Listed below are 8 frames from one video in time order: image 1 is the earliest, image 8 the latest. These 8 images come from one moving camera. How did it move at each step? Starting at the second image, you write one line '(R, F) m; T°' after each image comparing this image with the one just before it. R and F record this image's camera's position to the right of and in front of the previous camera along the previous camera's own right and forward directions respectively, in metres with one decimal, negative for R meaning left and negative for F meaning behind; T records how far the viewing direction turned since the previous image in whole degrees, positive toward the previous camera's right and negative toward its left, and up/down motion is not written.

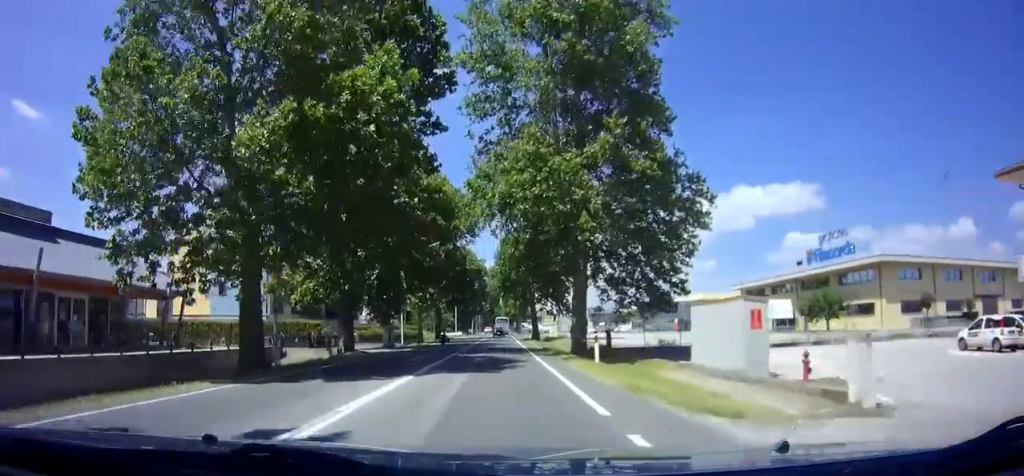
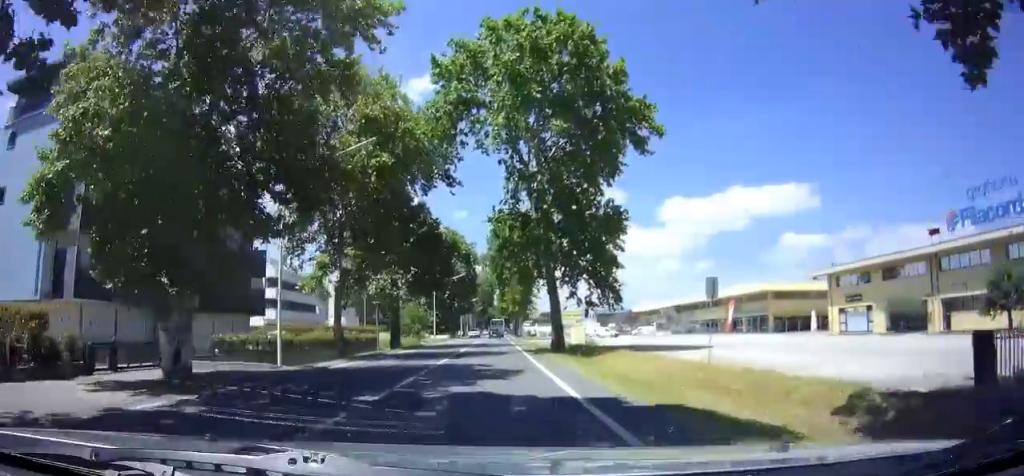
(0.0, +24.6) m; 0°
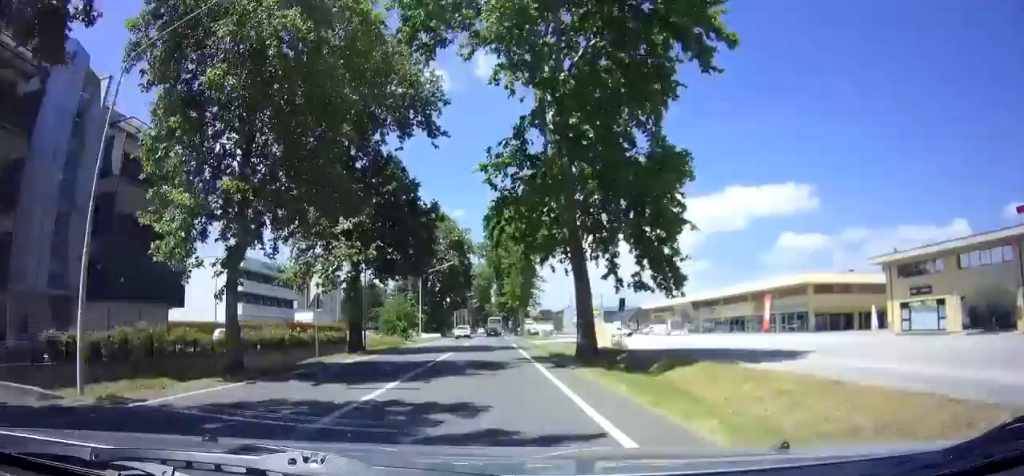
(0.0, +10.7) m; 0°
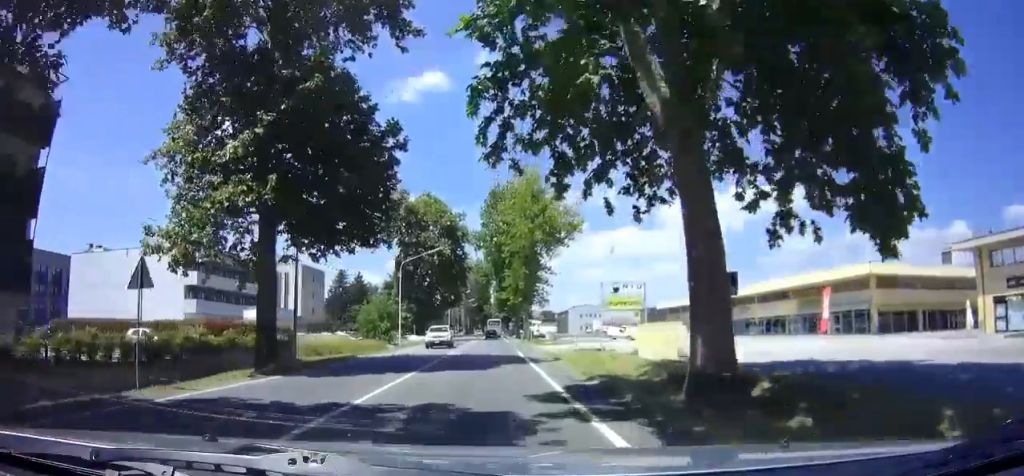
(0.0, +12.0) m; 0°
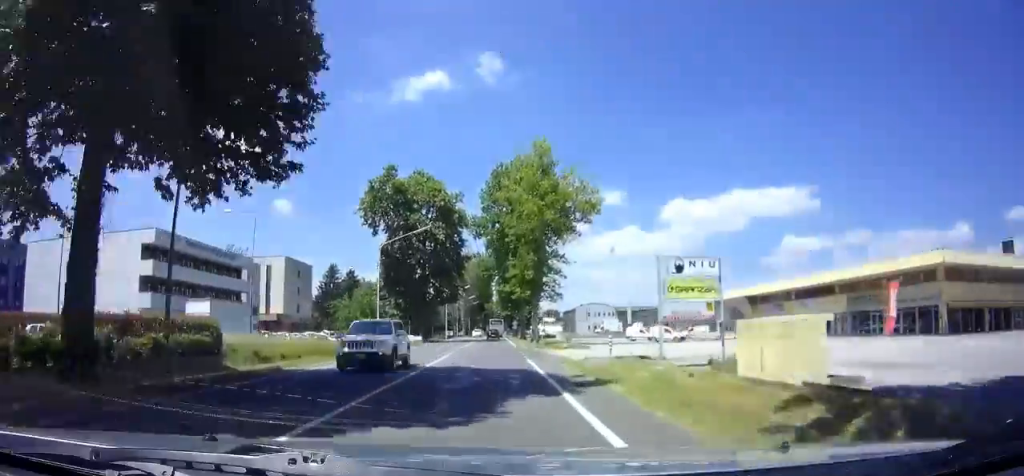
(0.0, +9.7) m; 0°
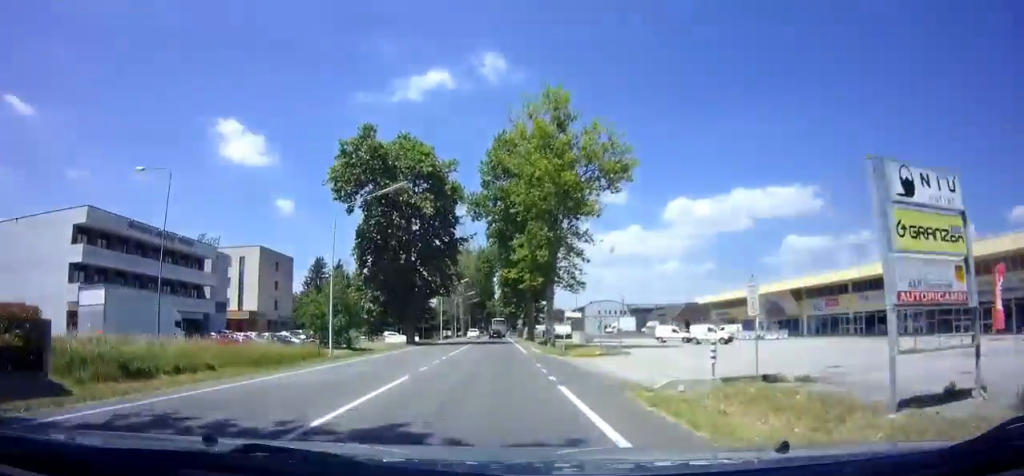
(0.0, +12.7) m; 0°
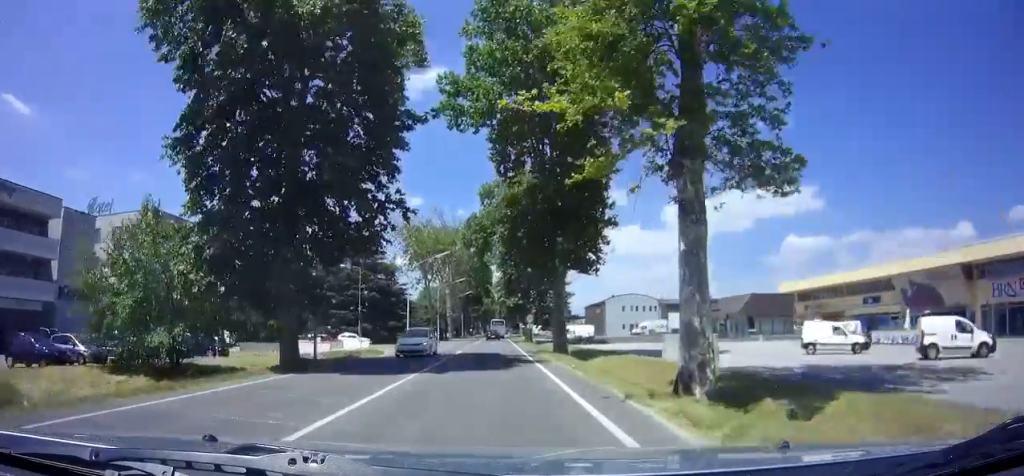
(0.0, +27.4) m; 0°
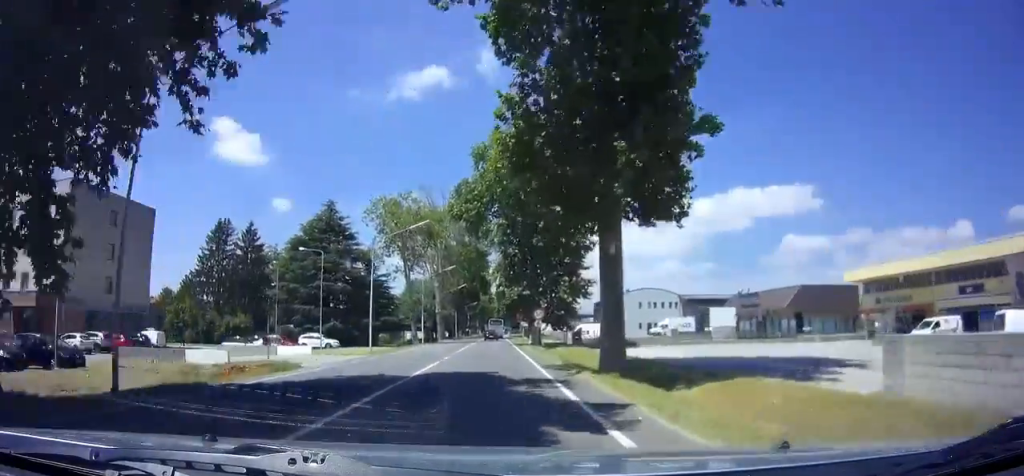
(0.0, +14.0) m; 0°
